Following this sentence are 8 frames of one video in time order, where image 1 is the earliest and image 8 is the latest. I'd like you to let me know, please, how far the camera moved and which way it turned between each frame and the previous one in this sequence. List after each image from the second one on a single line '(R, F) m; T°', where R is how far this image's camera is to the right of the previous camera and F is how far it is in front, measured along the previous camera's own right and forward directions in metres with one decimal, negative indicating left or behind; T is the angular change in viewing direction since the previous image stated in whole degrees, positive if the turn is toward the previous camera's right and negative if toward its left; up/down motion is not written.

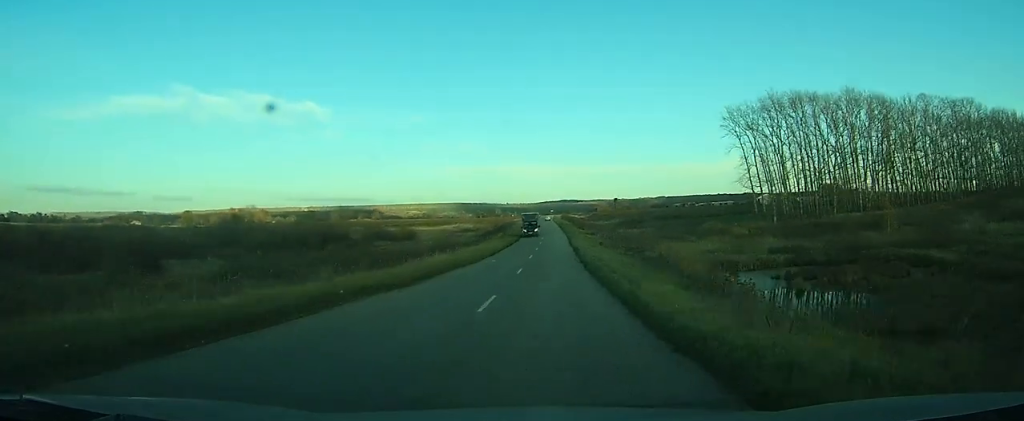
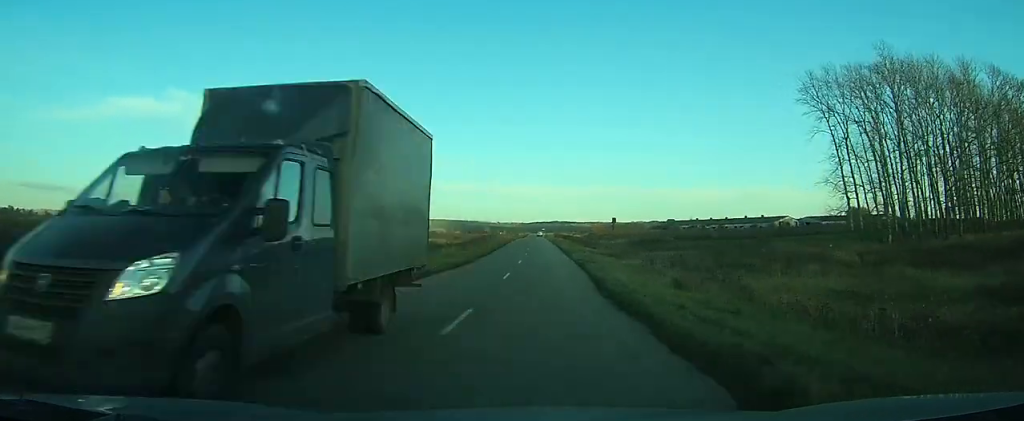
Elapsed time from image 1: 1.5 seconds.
(+0.1, +38.8) m; 0°
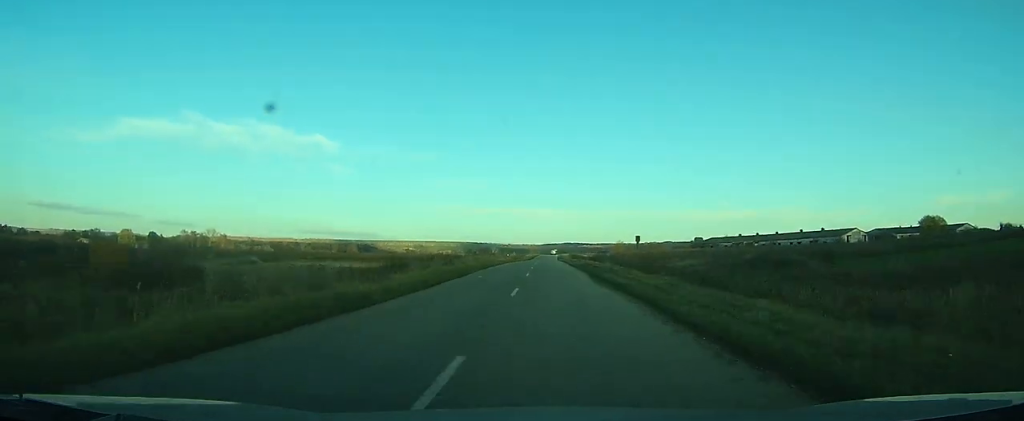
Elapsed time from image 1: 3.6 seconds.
(0.0, +54.2) m; 0°
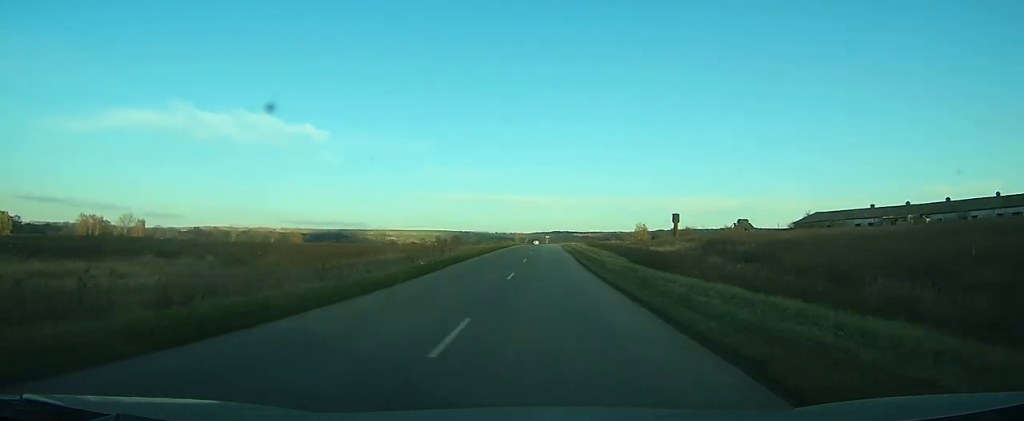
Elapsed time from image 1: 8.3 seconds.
(+0.3, +116.8) m; 0°
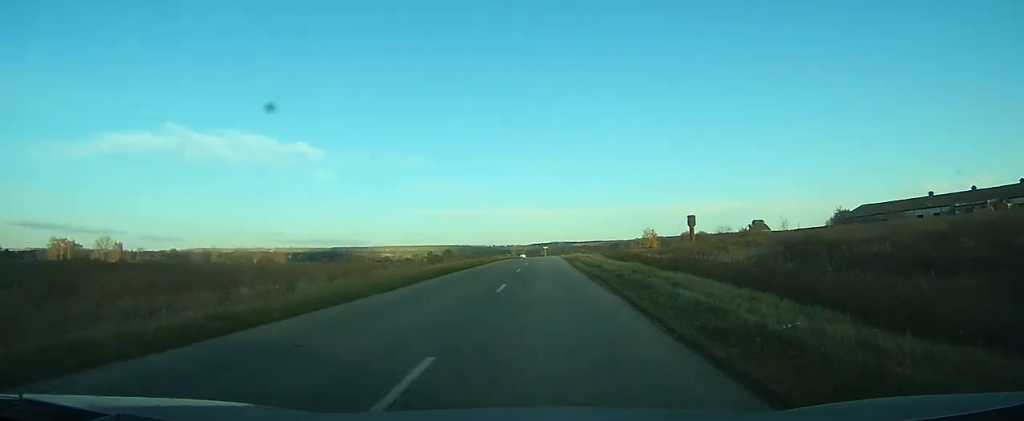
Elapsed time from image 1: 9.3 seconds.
(0.0, +24.7) m; 0°
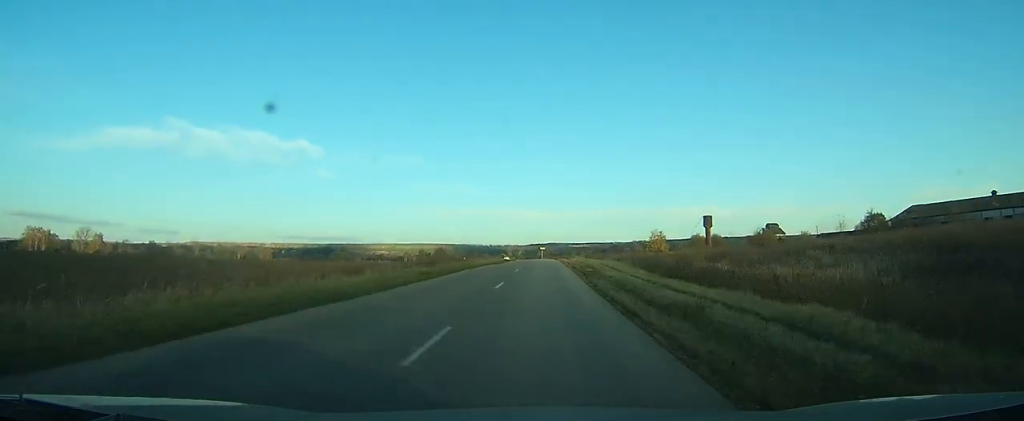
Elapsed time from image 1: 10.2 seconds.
(0.0, +19.9) m; 0°
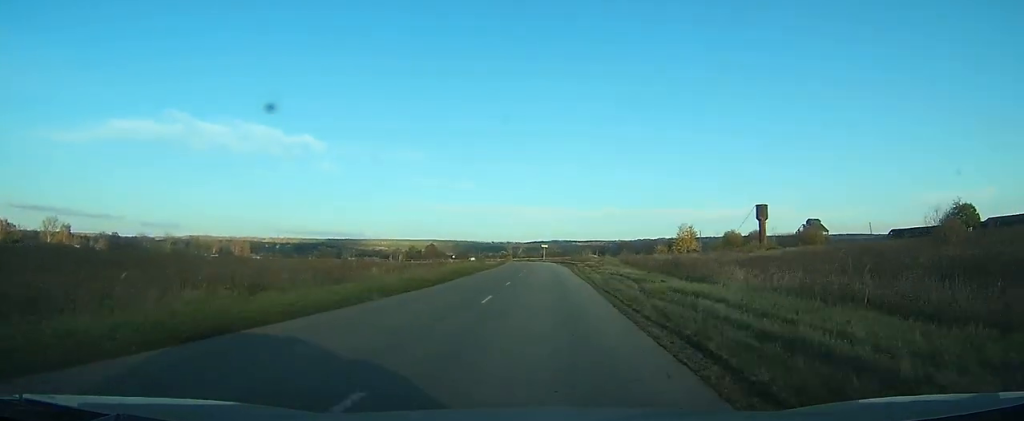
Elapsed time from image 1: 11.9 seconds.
(0.0, +38.9) m; -1°
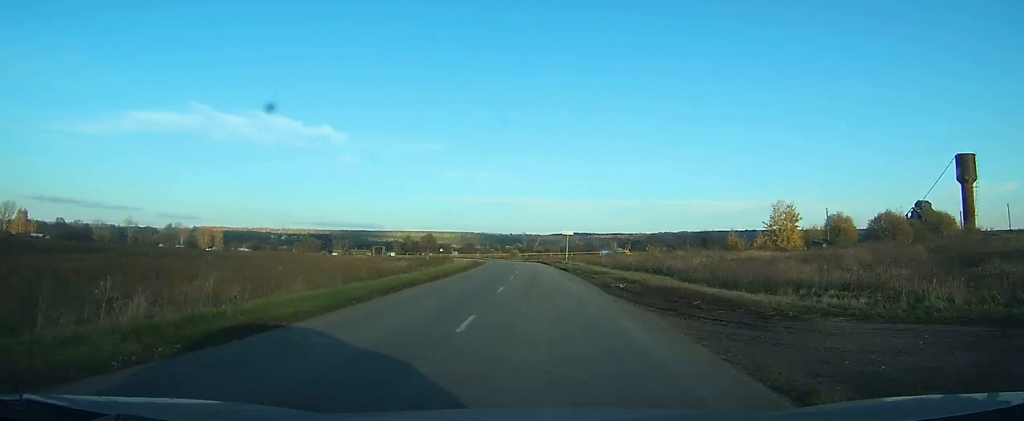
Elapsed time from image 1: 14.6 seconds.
(-0.9, +60.4) m; -2°
